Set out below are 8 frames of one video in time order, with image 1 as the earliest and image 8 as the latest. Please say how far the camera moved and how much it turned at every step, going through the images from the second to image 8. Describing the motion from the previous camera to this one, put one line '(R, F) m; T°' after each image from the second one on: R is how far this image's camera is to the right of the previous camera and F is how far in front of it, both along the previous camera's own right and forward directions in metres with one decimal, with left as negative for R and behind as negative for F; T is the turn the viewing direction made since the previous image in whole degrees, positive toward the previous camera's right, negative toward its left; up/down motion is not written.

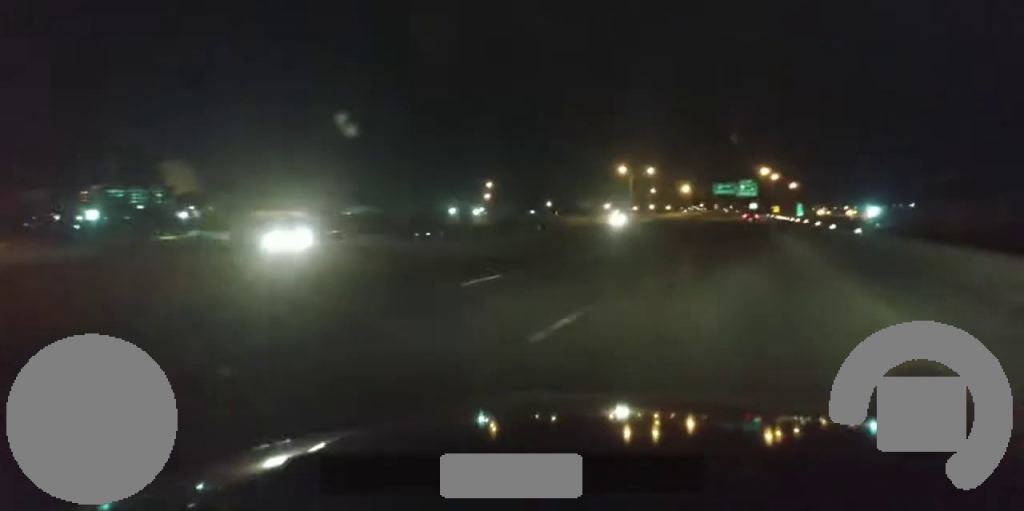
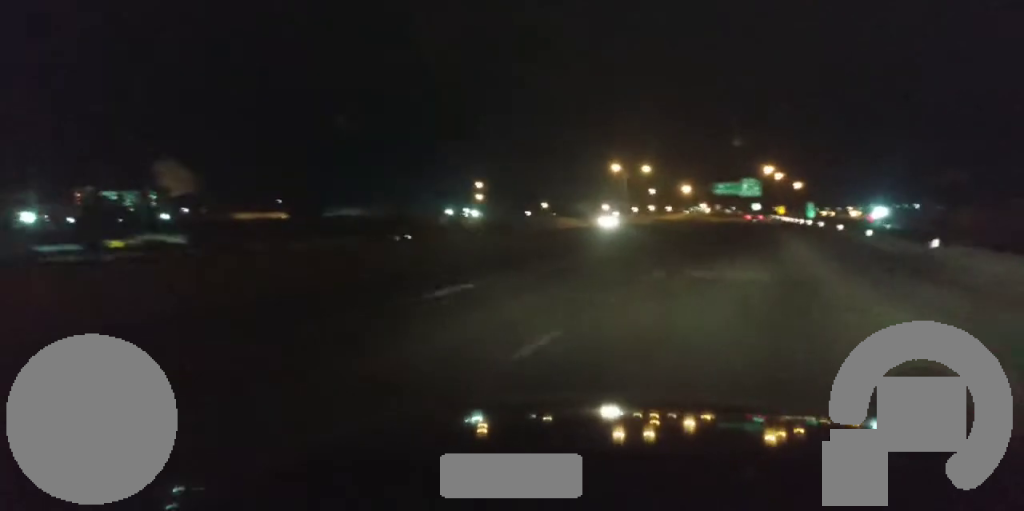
(0.0, +14.8) m; 0°
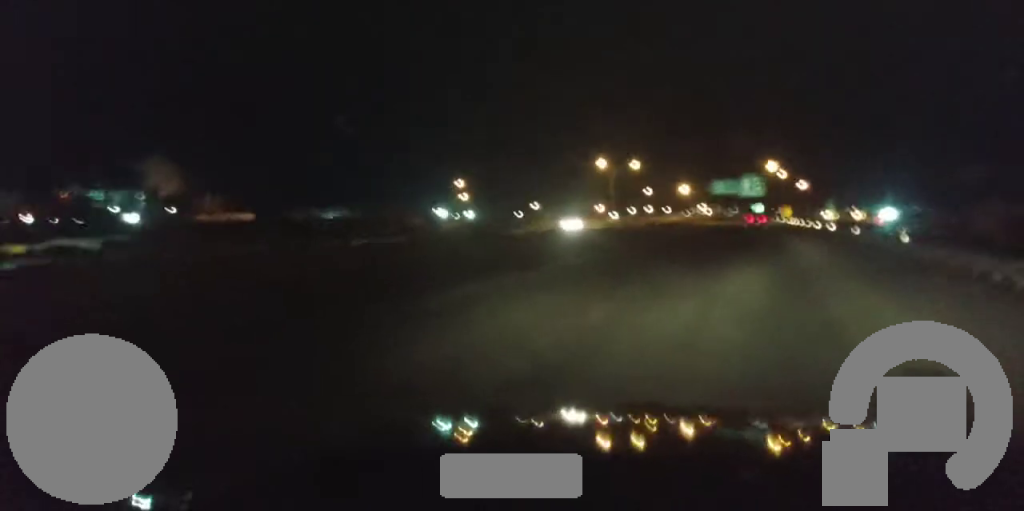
(-0.1, +21.5) m; +1°
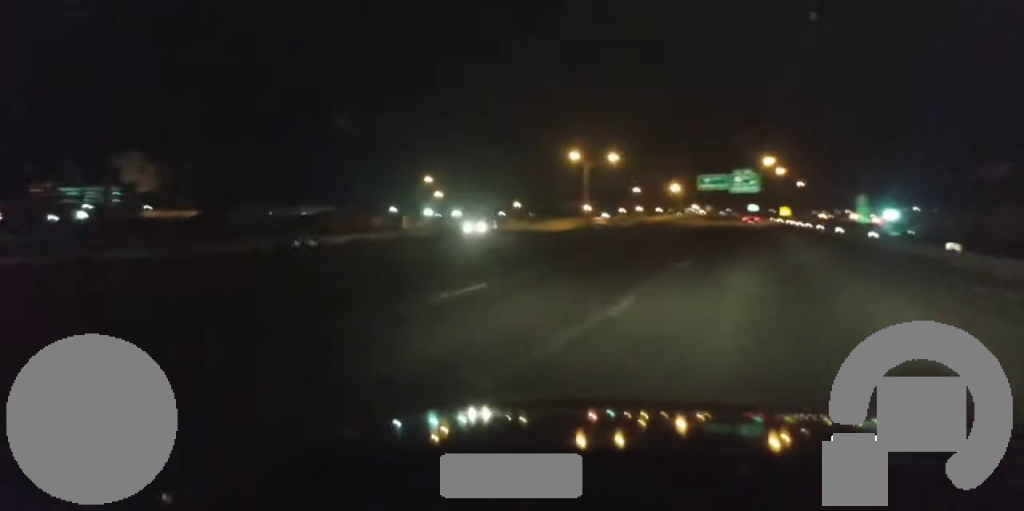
(+0.3, +22.4) m; 0°
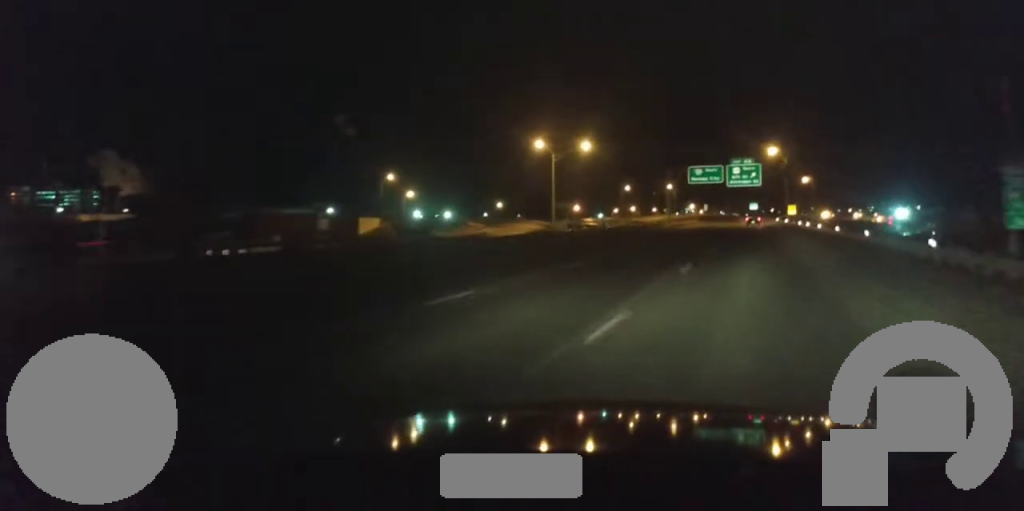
(-0.1, +26.6) m; 0°
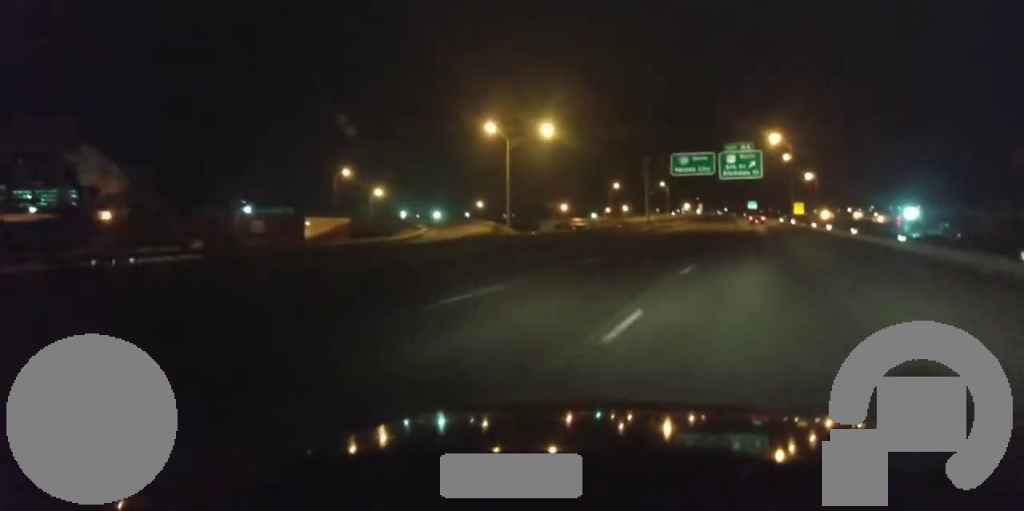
(+0.1, +24.3) m; 0°
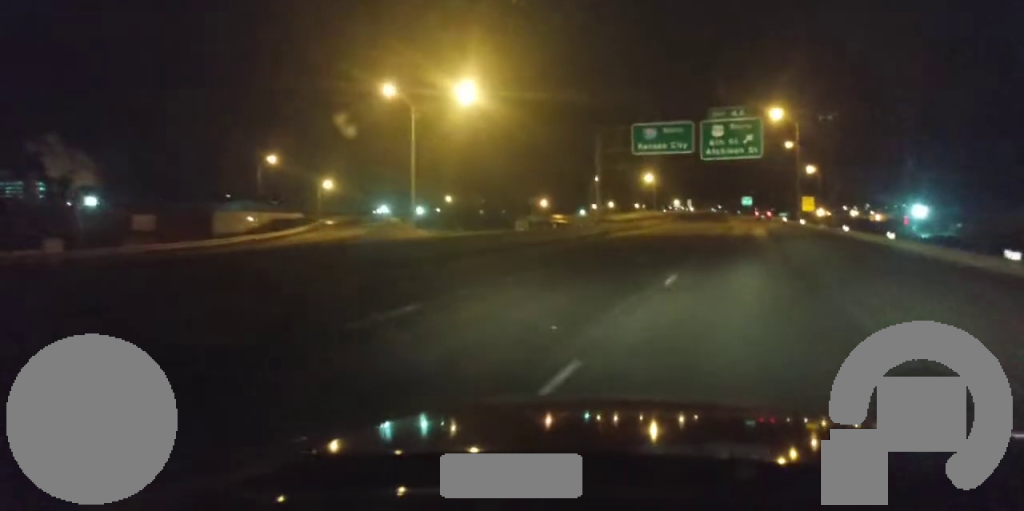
(-0.2, +29.9) m; 0°
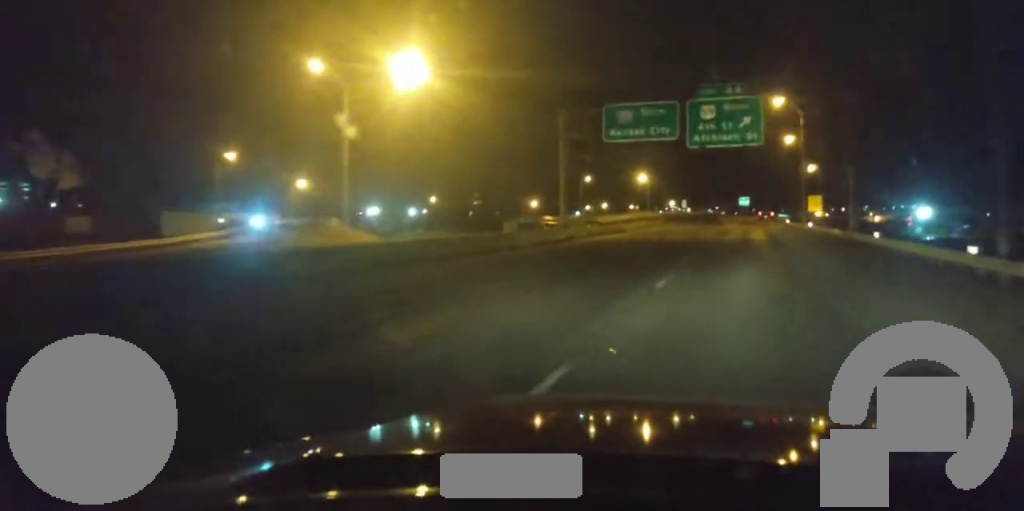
(0.0, +13.1) m; 0°
